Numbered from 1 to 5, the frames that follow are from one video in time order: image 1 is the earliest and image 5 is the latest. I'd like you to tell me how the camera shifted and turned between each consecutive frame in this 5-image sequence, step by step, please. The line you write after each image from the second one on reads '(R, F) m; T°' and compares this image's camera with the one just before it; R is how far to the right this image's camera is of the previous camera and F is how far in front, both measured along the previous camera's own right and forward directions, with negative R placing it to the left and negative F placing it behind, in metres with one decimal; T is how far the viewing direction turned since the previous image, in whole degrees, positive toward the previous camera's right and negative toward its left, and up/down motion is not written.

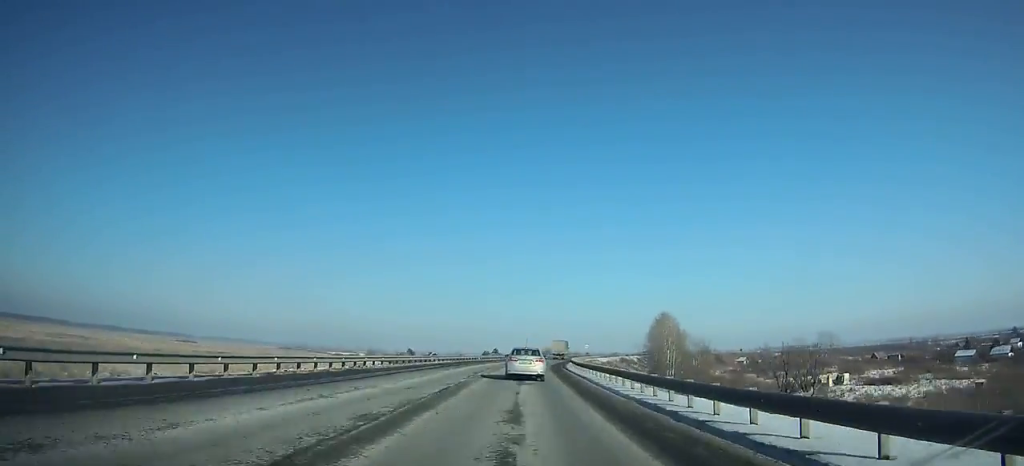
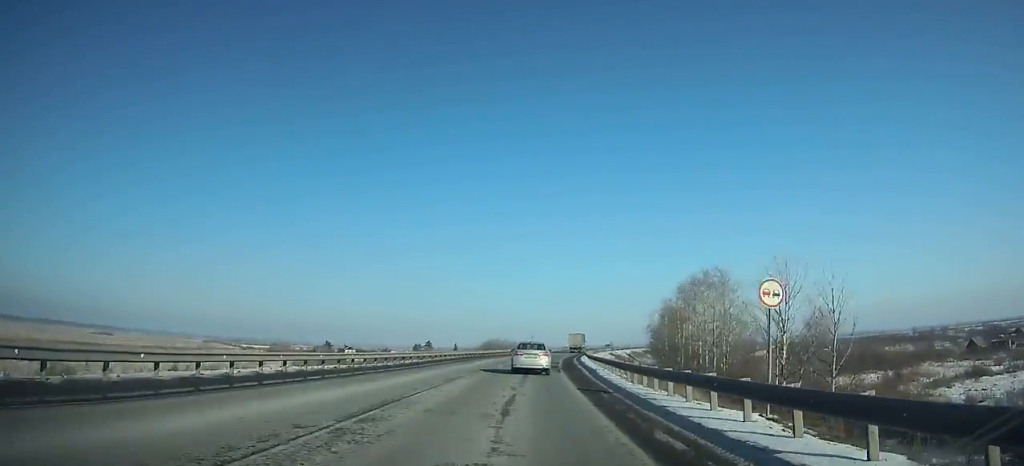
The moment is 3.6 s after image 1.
(+3.3, +77.7) m; +5°
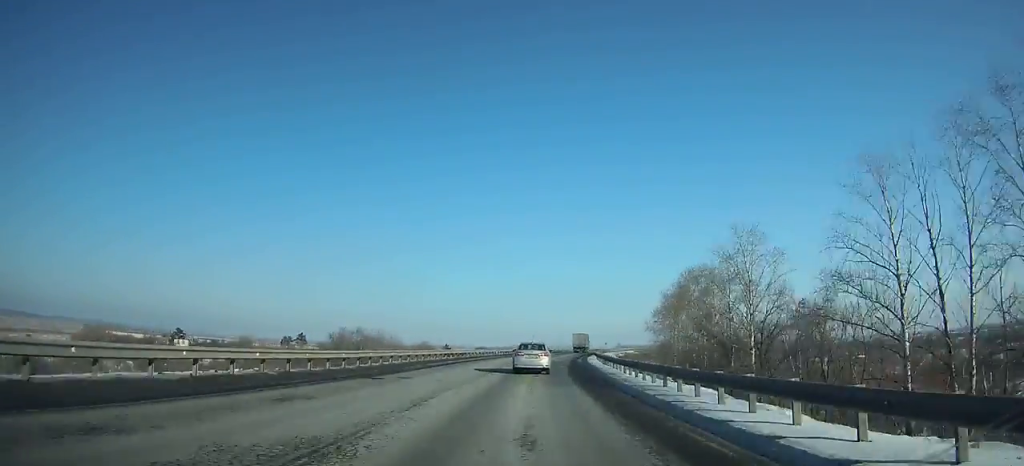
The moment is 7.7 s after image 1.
(+5.9, +87.7) m; +8°
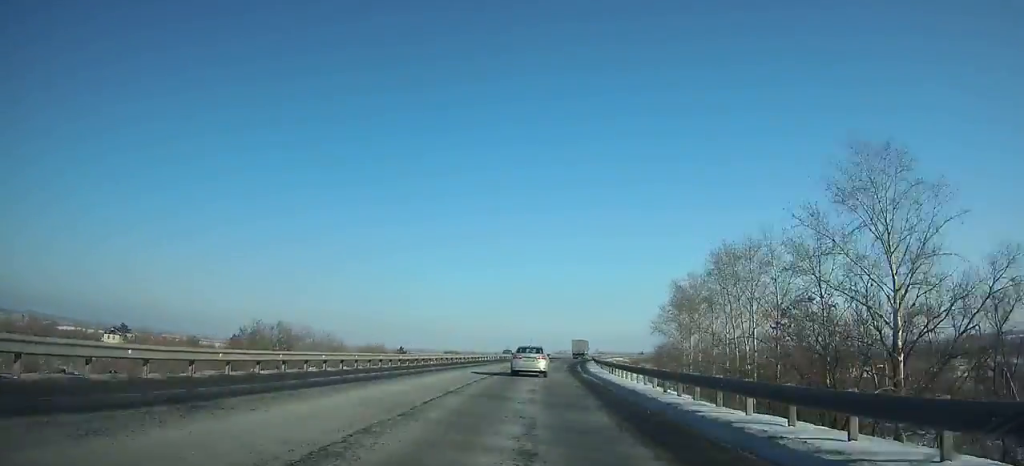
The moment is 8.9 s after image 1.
(+0.2, +25.7) m; +3°
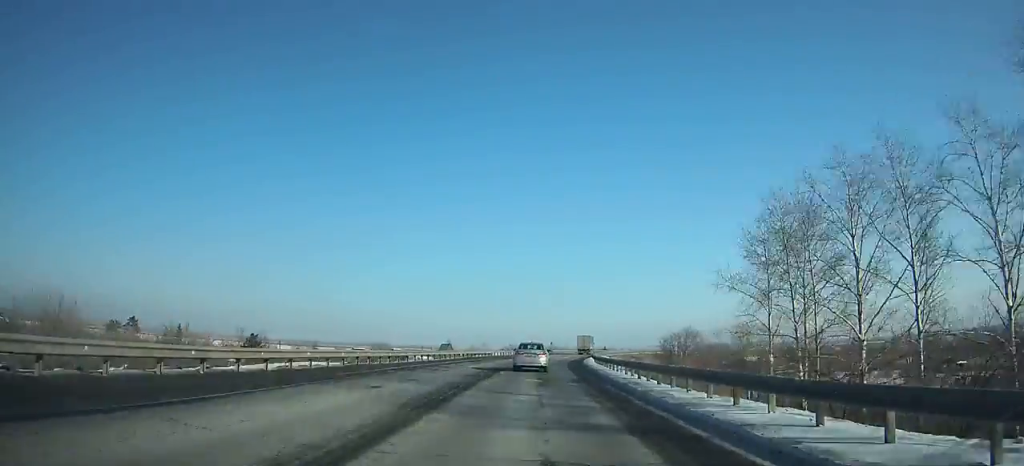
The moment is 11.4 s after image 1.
(+2.4, +53.2) m; +5°
